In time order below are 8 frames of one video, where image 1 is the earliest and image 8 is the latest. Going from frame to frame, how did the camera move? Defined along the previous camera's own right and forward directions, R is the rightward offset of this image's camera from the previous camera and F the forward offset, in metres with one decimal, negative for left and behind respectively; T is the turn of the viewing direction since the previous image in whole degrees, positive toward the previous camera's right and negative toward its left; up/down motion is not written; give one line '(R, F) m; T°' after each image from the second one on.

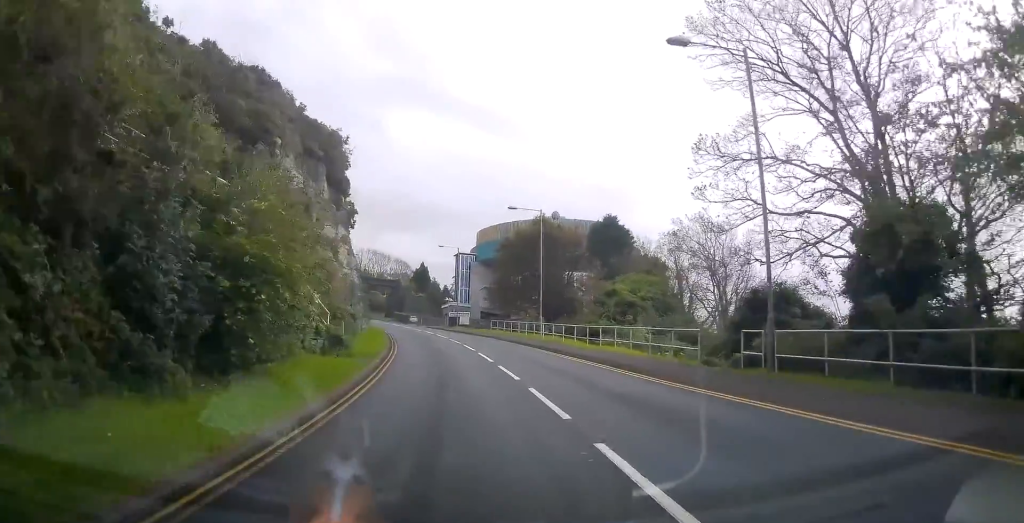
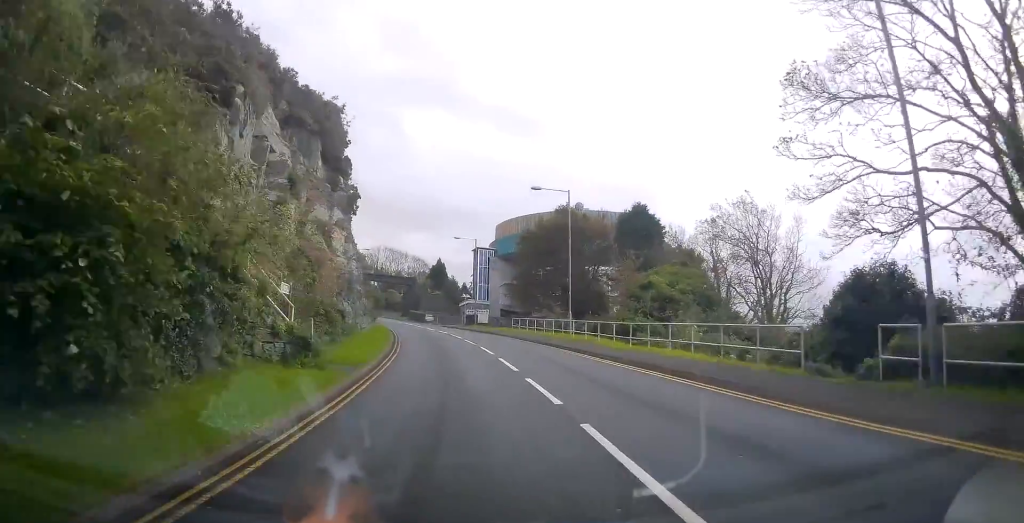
(-0.1, +5.0) m; -2°
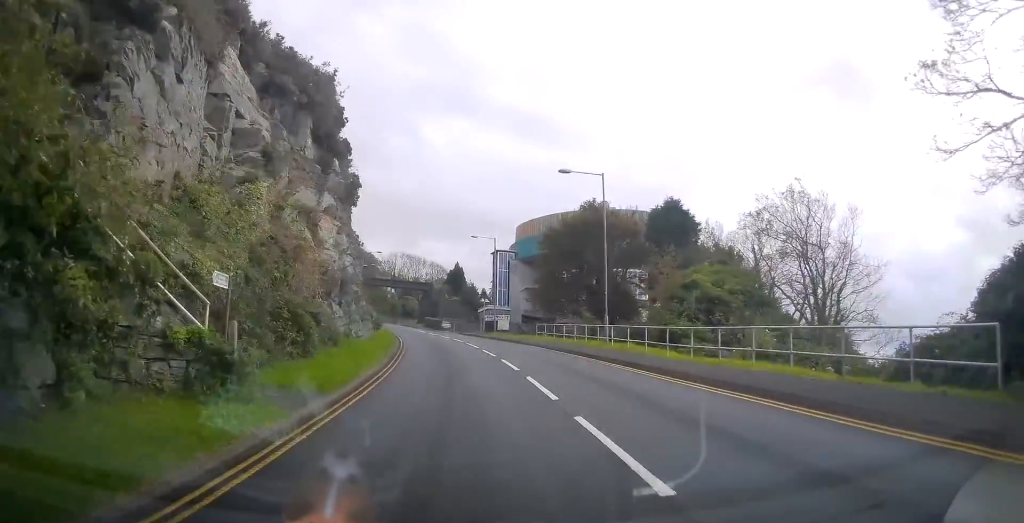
(0.0, +5.0) m; -2°
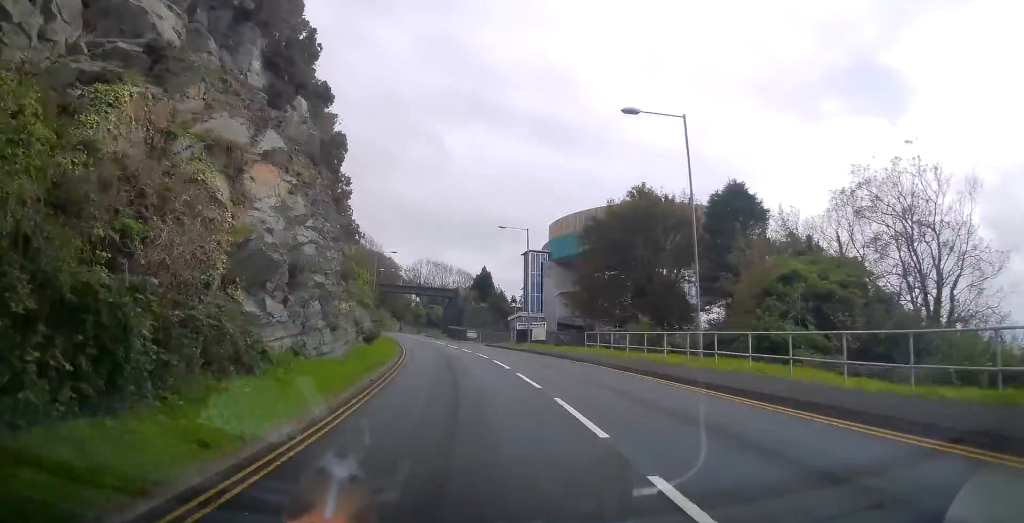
(-0.3, +9.2) m; -3°
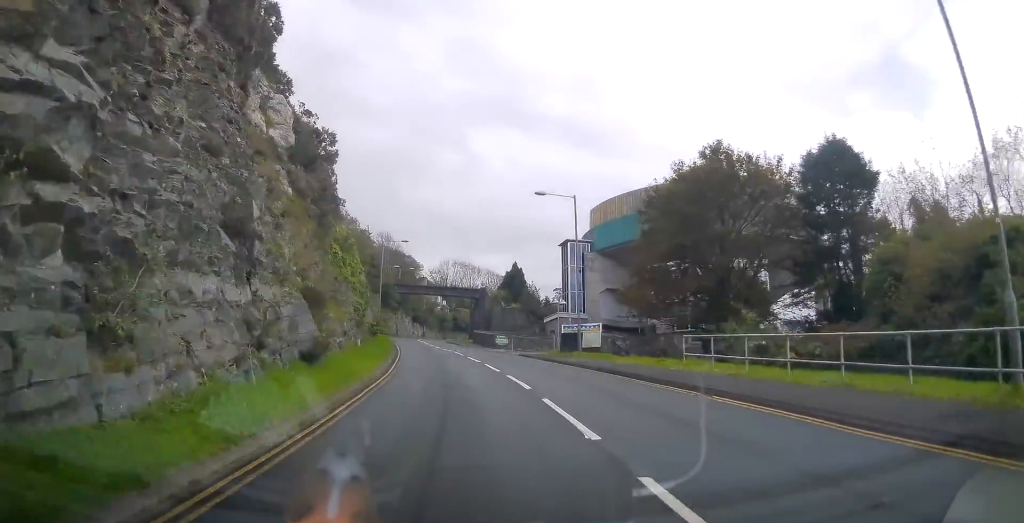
(-0.4, +11.5) m; -4°
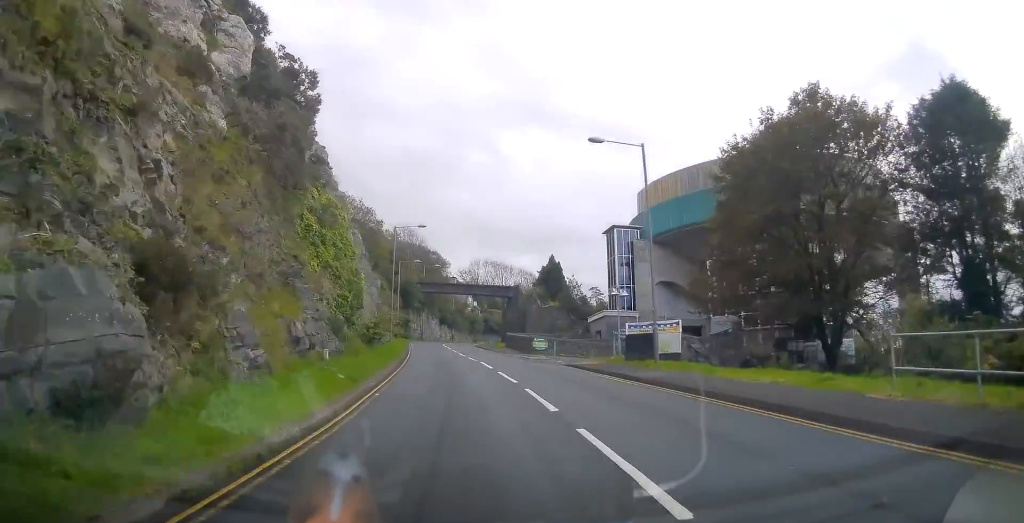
(-0.3, +8.9) m; -3°
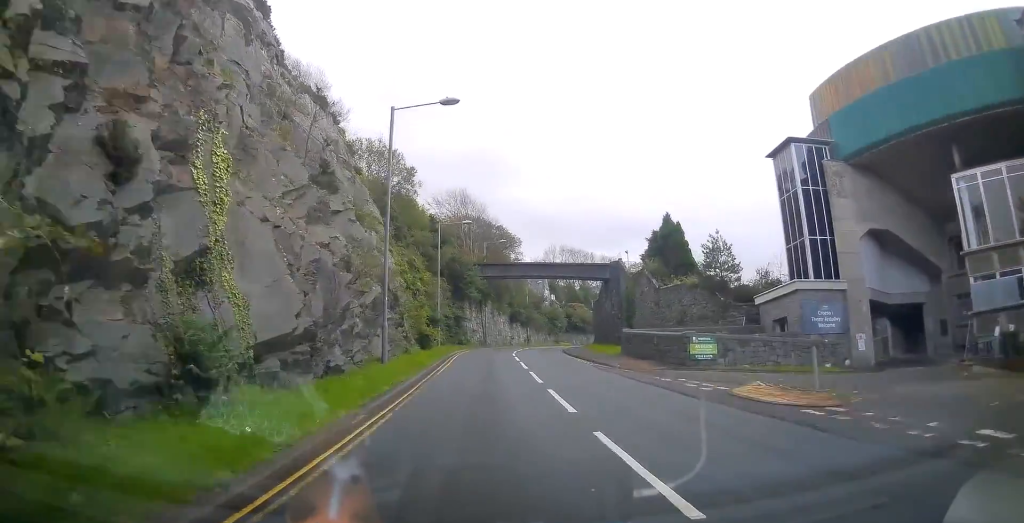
(-1.2, +23.1) m; -5°
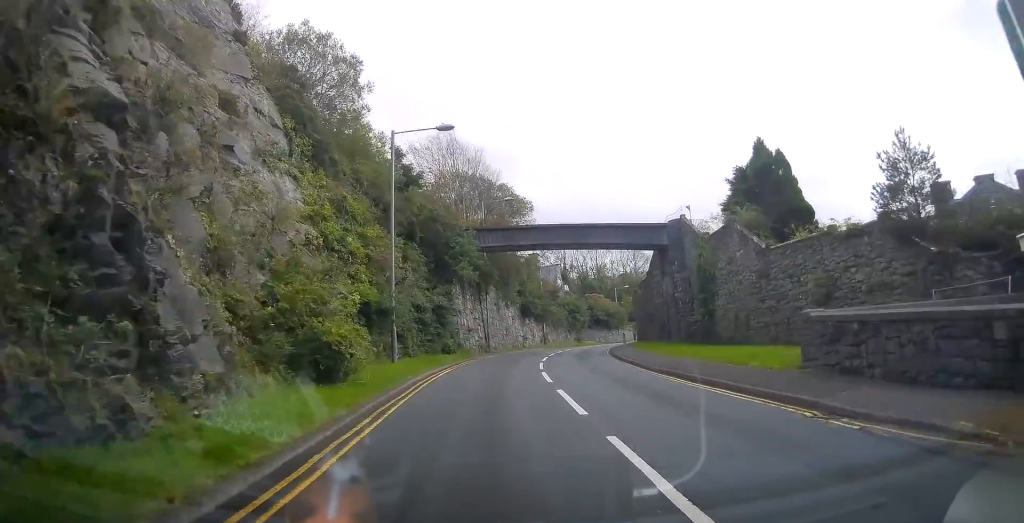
(-0.3, +18.6) m; 0°
